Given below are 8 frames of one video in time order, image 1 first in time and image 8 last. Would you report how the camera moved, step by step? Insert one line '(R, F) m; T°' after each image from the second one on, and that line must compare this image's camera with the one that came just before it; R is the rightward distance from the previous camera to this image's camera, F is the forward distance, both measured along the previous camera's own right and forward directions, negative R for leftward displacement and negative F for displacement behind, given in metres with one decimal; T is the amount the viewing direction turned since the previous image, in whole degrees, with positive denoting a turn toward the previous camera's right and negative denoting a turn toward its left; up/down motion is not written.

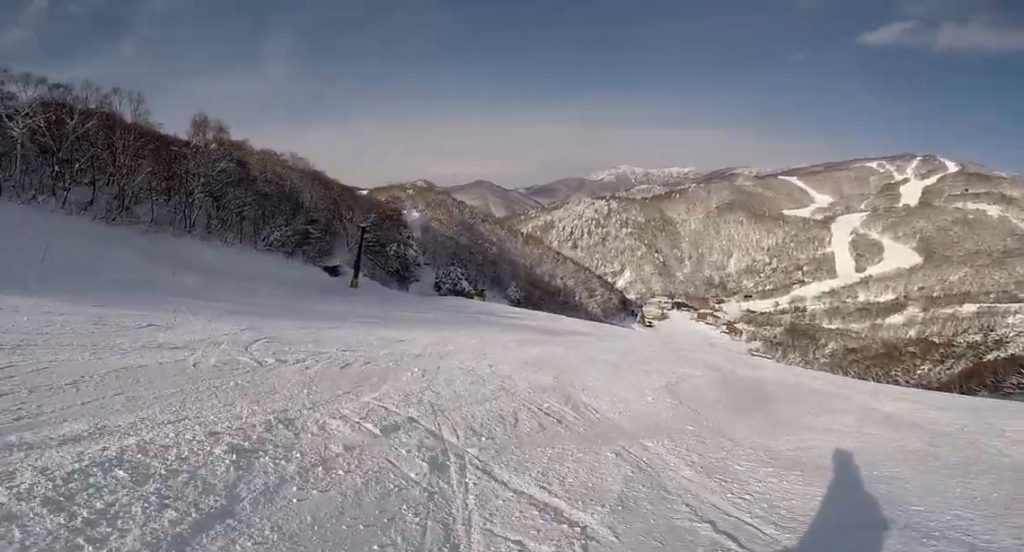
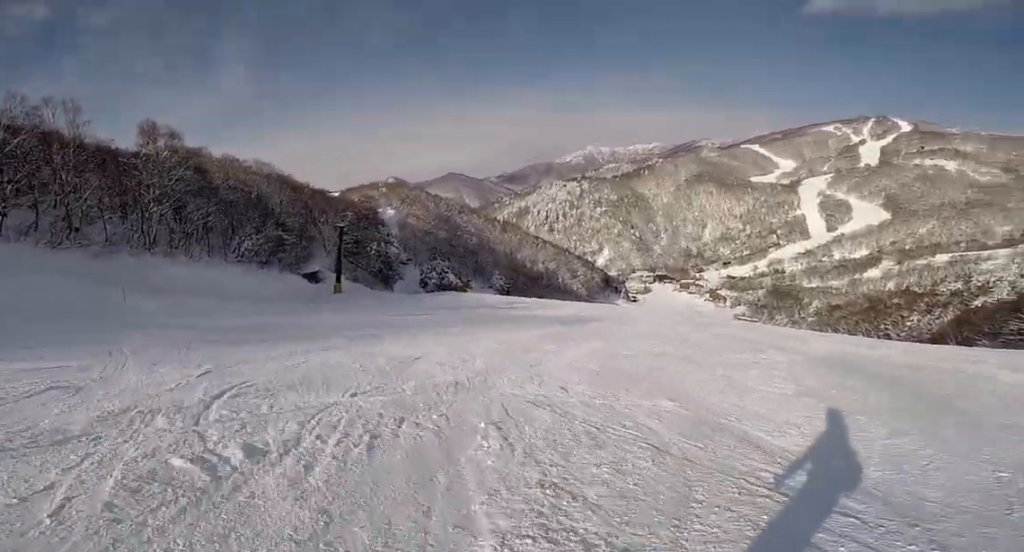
(+0.1, +4.8) m; +11°
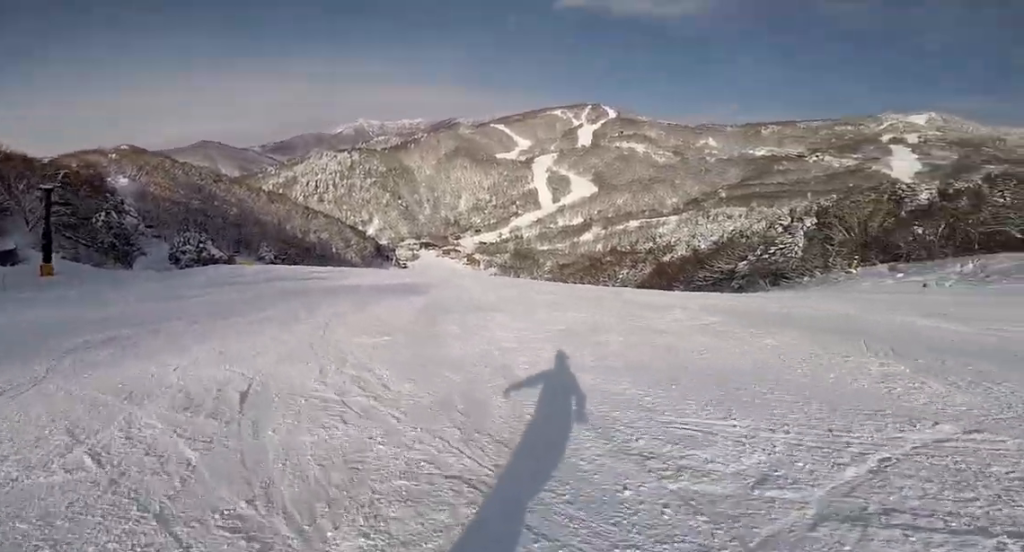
(+1.3, +6.7) m; +24°
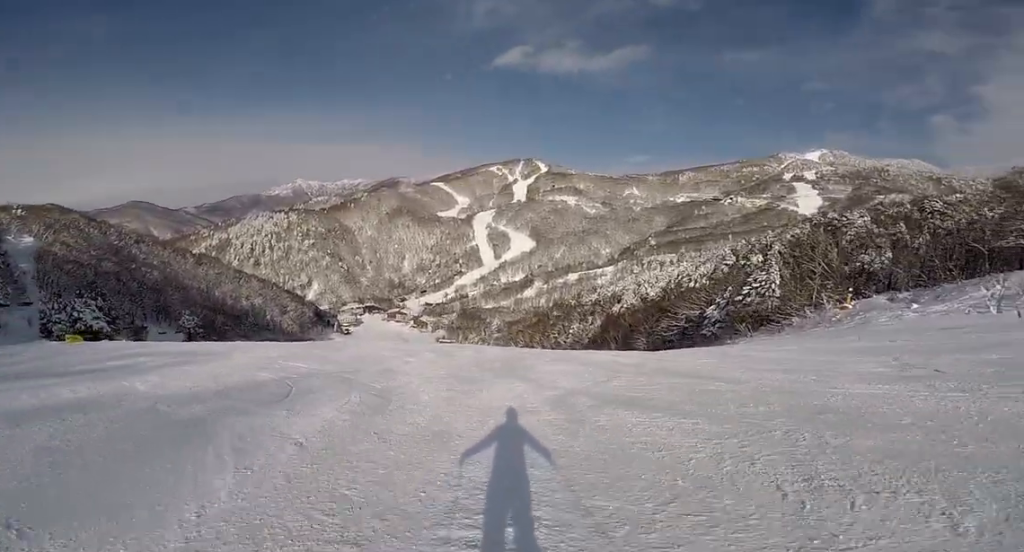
(+2.7, +15.6) m; -6°
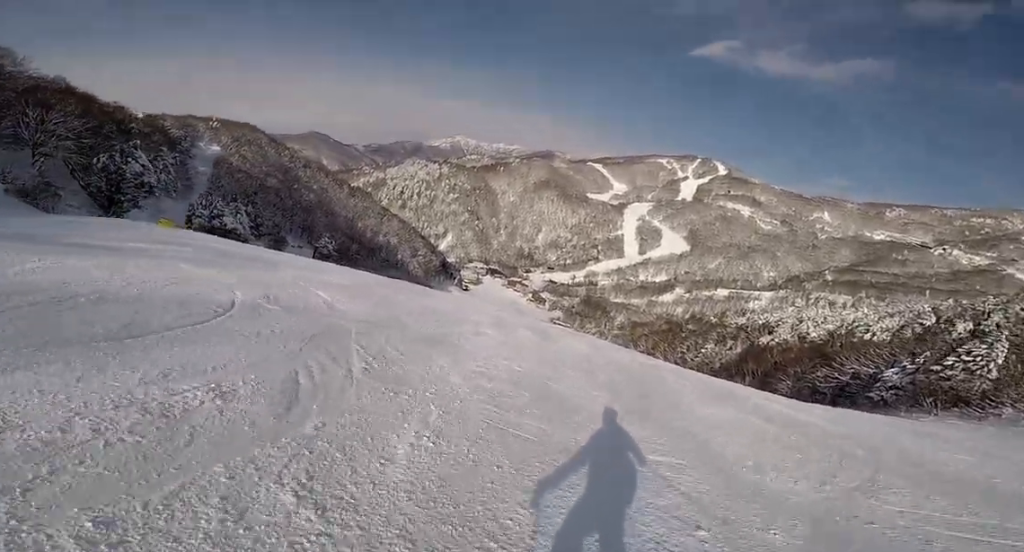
(-0.8, +5.8) m; -19°
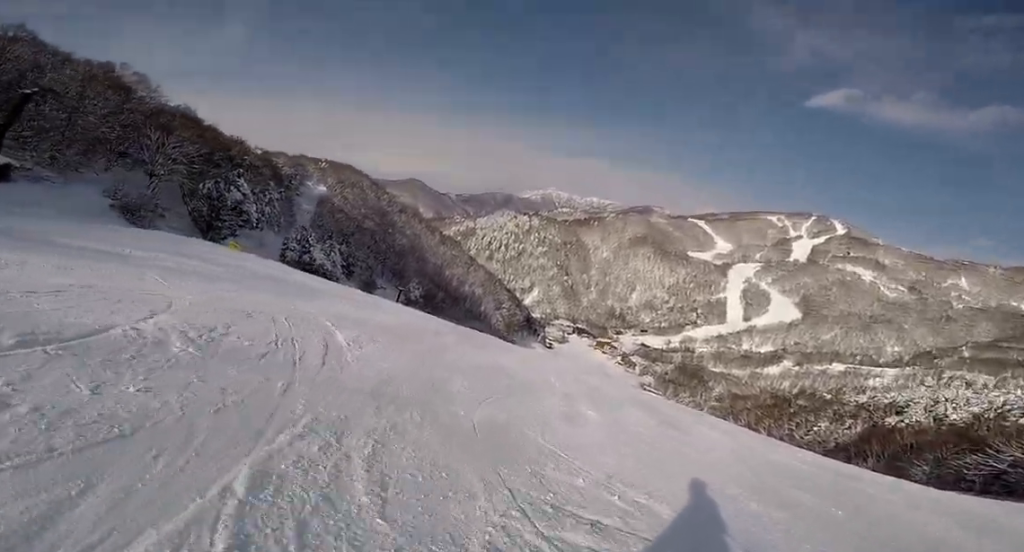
(-1.2, +4.0) m; -8°
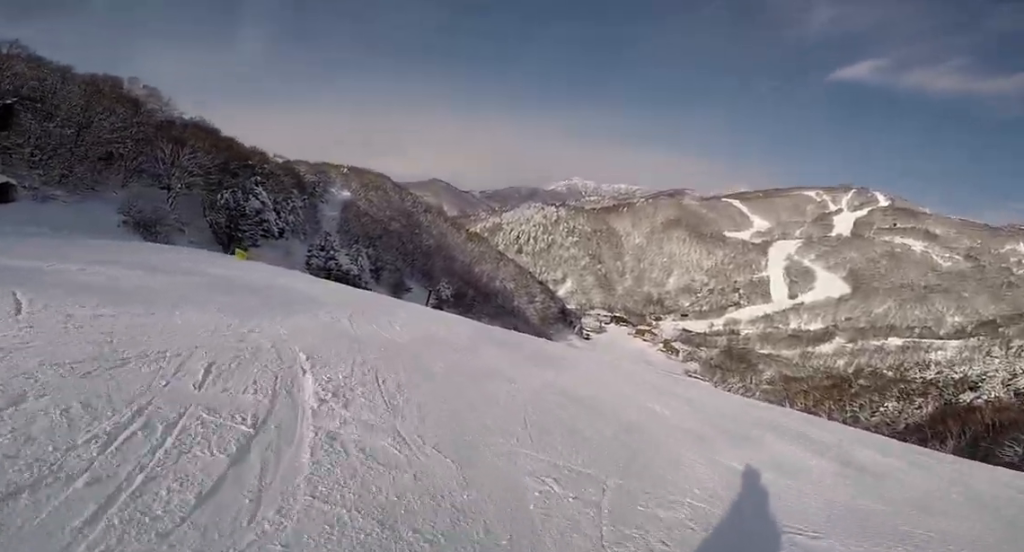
(+0.1, +3.4) m; 0°
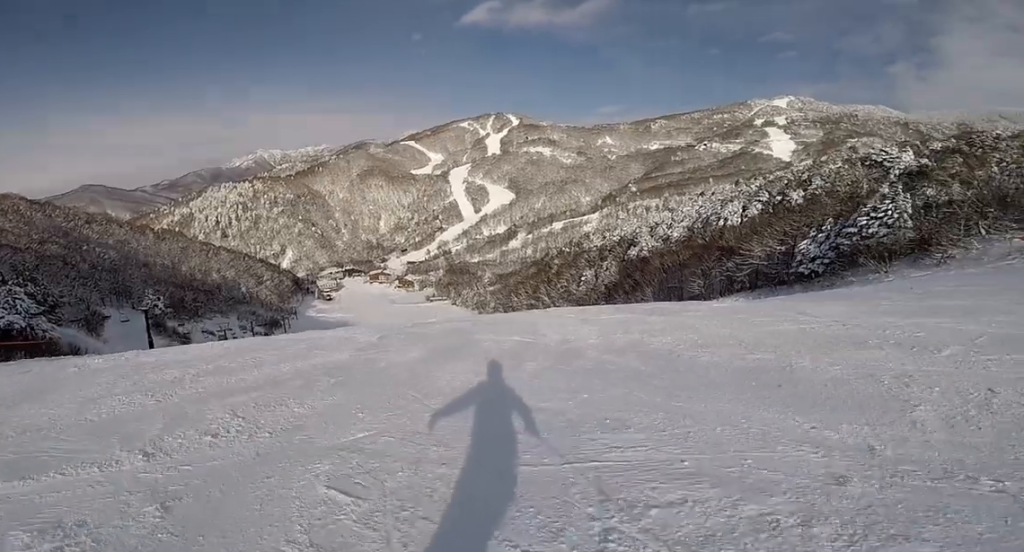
(+0.4, +9.0) m; +25°
